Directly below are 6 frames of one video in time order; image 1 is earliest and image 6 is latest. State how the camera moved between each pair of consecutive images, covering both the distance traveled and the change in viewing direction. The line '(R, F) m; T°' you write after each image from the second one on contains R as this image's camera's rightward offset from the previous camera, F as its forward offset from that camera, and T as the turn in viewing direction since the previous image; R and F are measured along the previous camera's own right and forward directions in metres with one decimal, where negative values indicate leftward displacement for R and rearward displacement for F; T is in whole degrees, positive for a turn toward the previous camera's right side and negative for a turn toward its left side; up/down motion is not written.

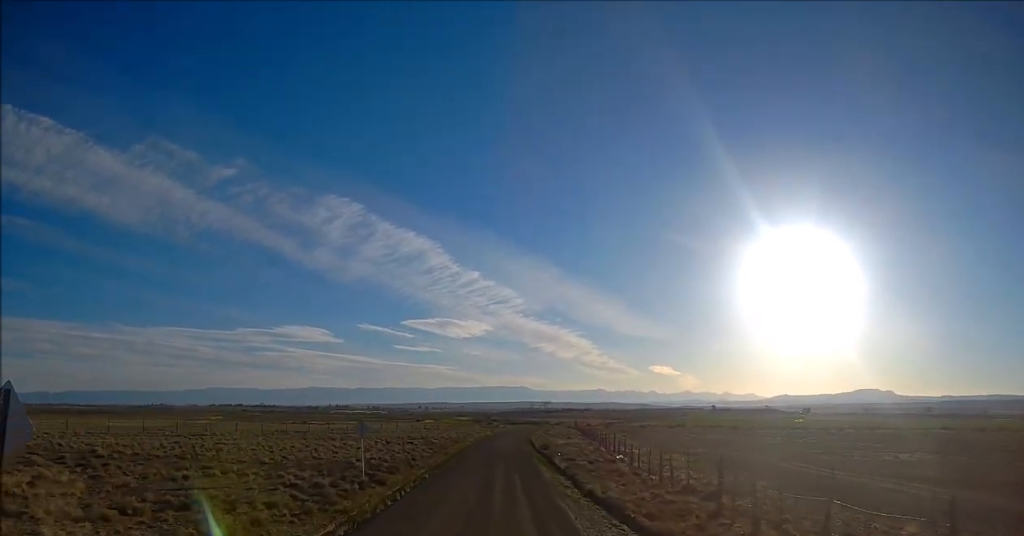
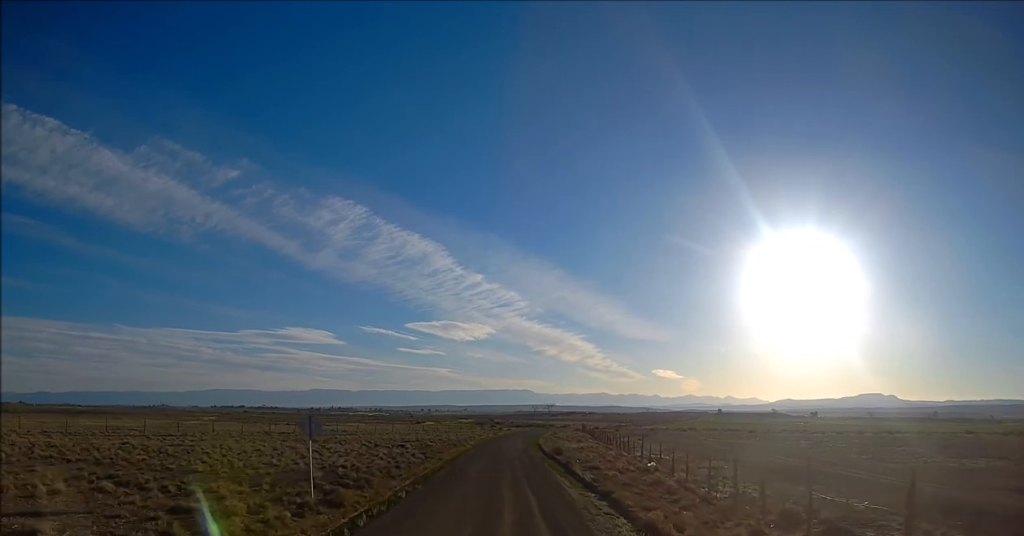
(0.0, +10.7) m; -1°
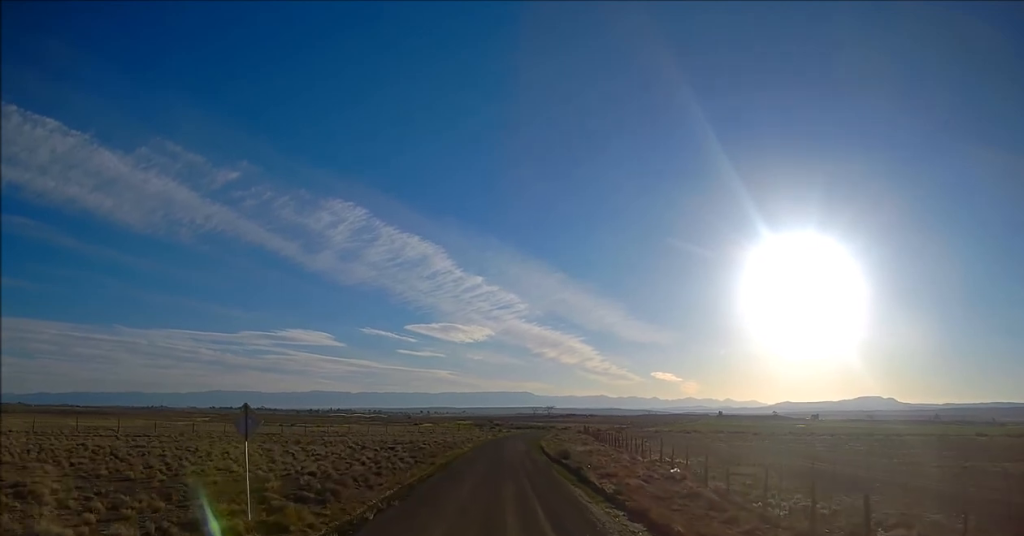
(-0.1, +6.7) m; 0°
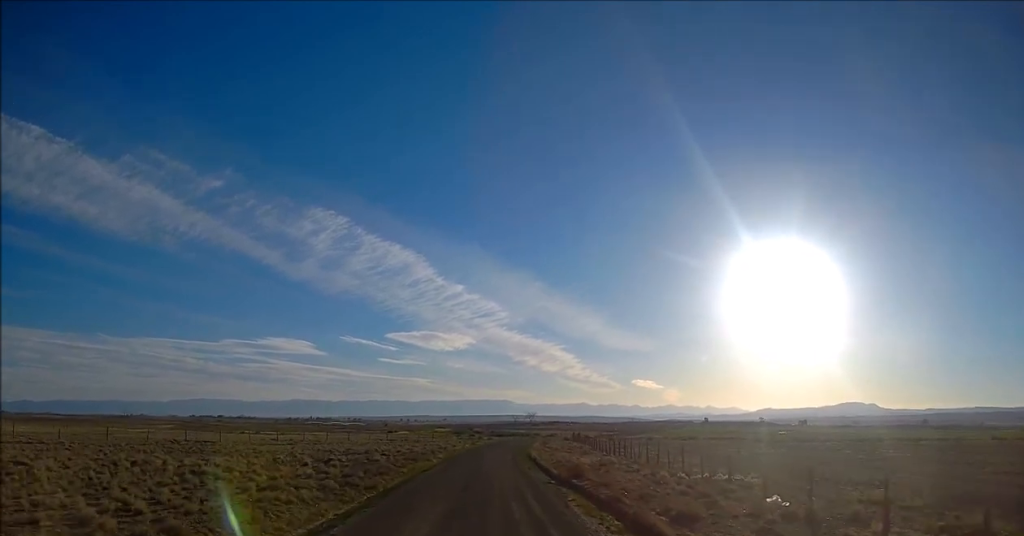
(+0.8, +16.8) m; +4°
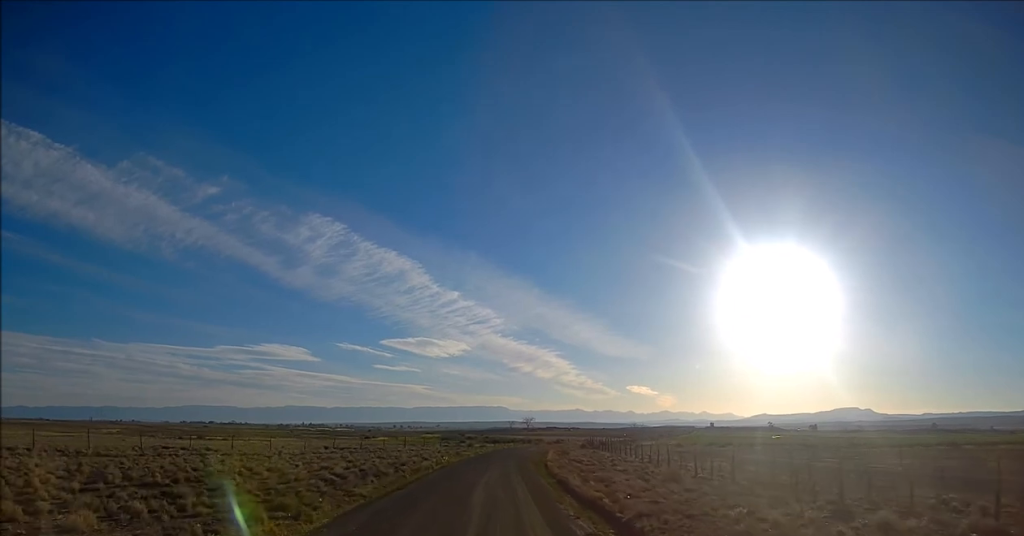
(+0.4, +38.0) m; +3°
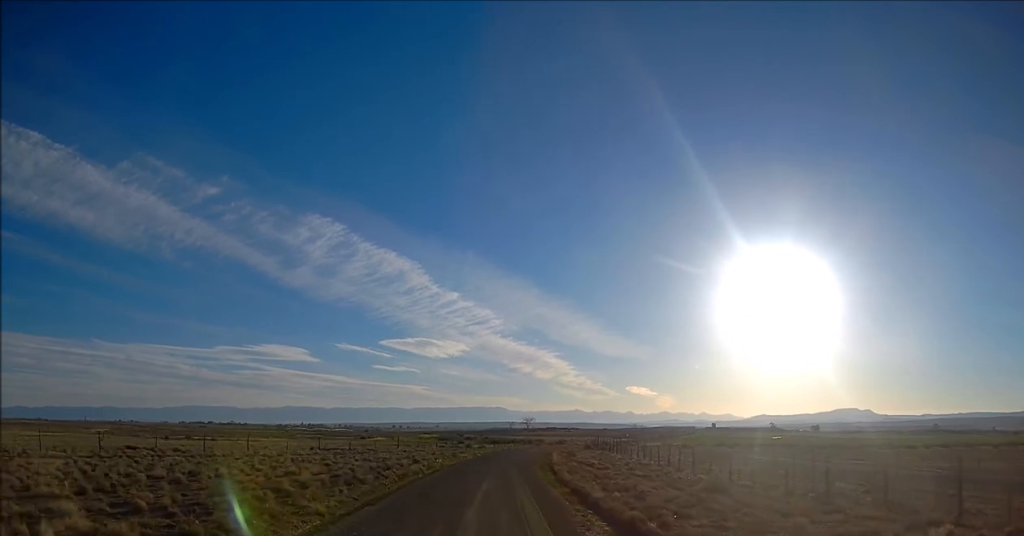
(+0.1, +6.9) m; 0°
